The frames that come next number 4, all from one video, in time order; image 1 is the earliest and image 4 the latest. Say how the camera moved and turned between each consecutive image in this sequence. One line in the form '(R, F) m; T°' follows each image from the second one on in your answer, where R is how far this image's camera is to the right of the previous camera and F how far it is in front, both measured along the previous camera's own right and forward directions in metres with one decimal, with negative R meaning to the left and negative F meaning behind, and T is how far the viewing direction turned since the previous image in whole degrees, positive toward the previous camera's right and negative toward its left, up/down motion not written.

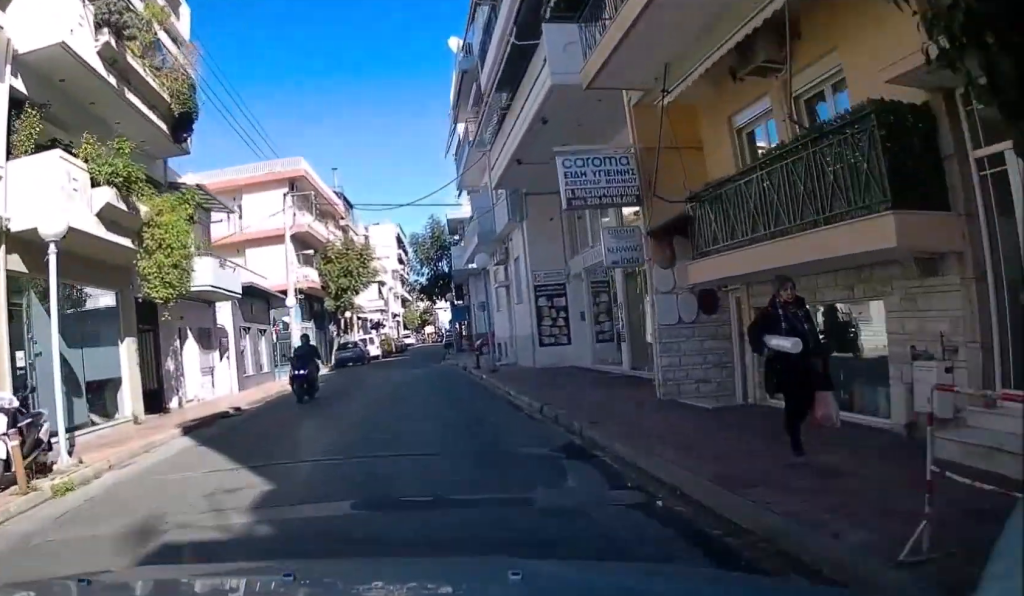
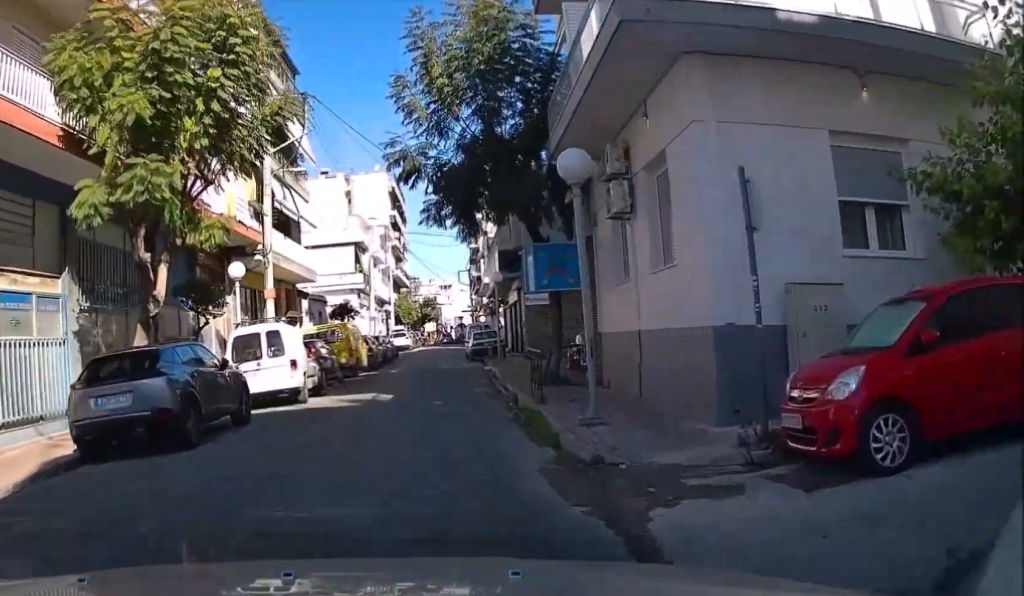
(+2.4, +35.8) m; +6°
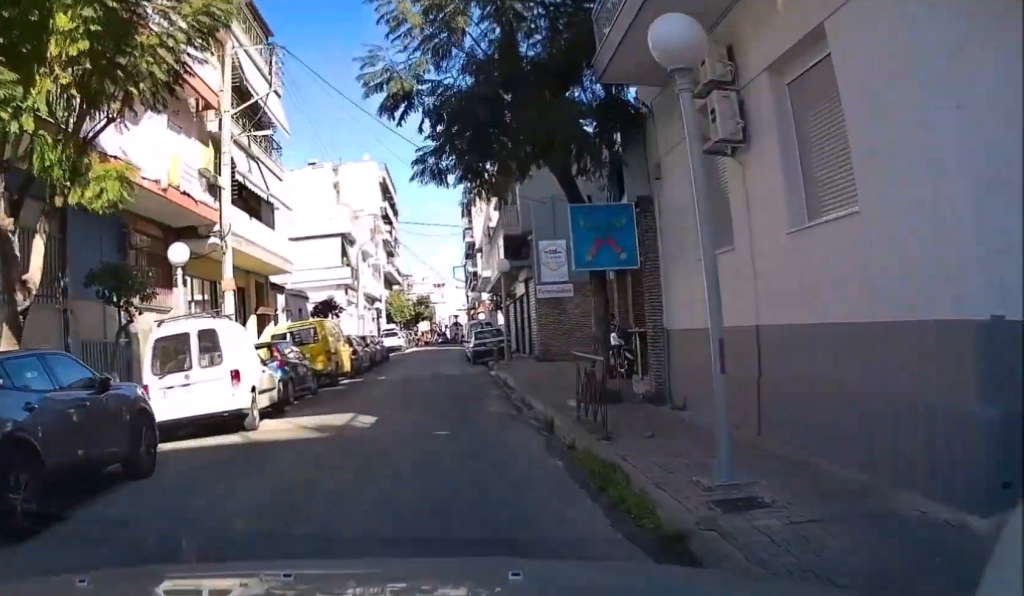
(+0.2, +5.3) m; 0°
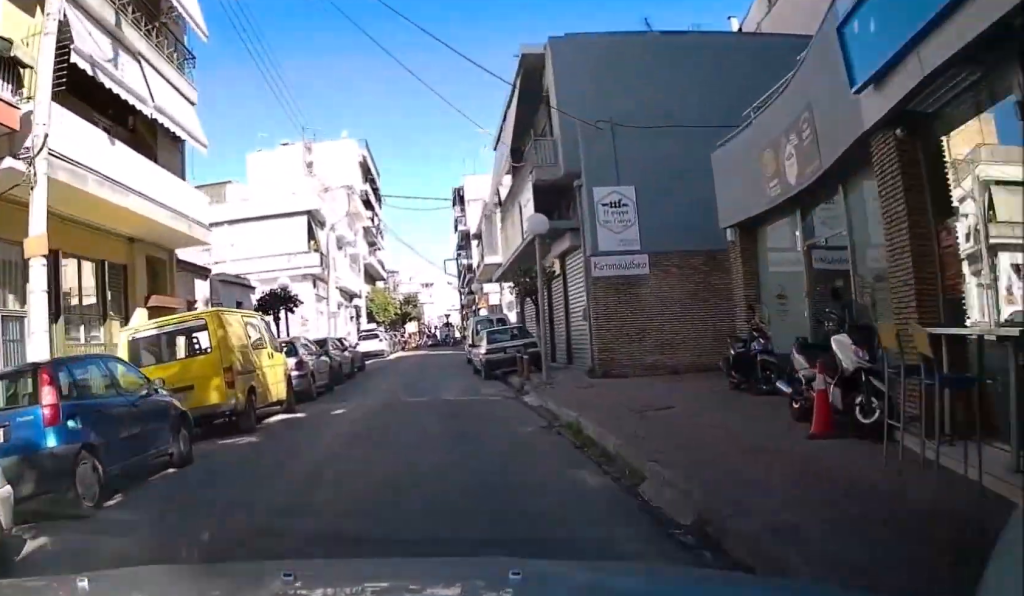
(0.0, +11.1) m; +1°
